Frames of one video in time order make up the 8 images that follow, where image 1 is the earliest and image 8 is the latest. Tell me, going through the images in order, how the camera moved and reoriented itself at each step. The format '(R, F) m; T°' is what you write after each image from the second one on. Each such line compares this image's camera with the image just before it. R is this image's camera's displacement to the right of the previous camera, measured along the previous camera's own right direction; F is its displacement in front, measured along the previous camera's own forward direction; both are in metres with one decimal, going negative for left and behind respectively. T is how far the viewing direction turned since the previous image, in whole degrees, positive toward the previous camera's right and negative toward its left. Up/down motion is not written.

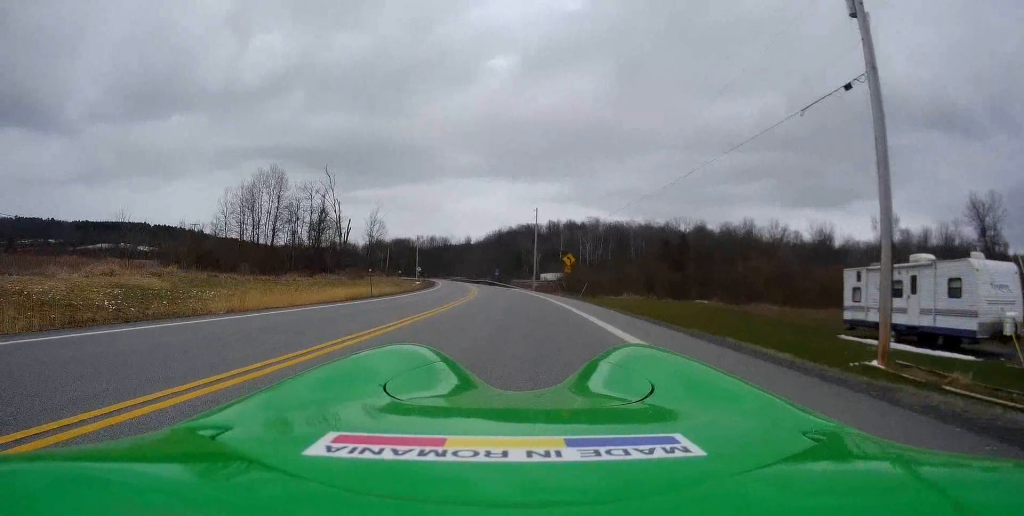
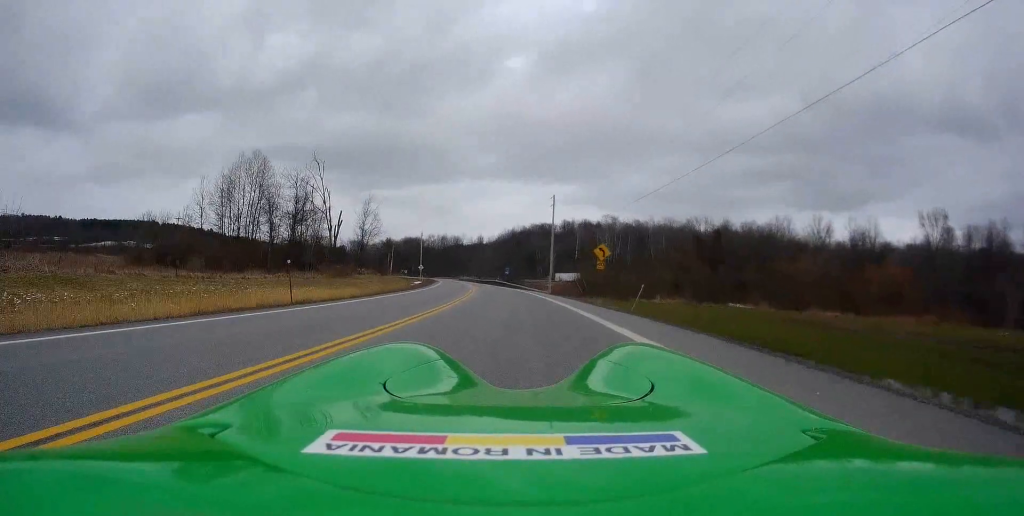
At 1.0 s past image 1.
(-0.4, +13.2) m; -1°
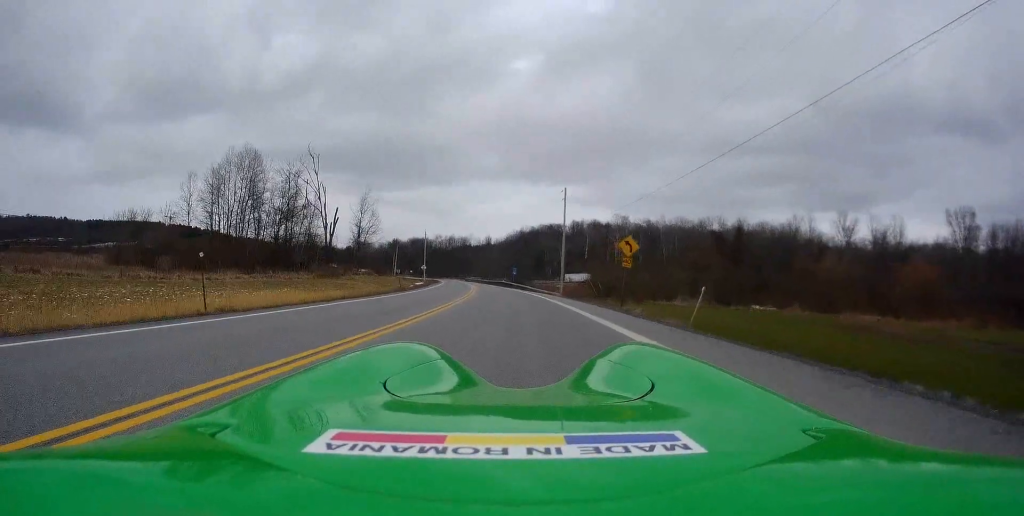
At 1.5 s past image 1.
(-0.1, +6.3) m; 0°
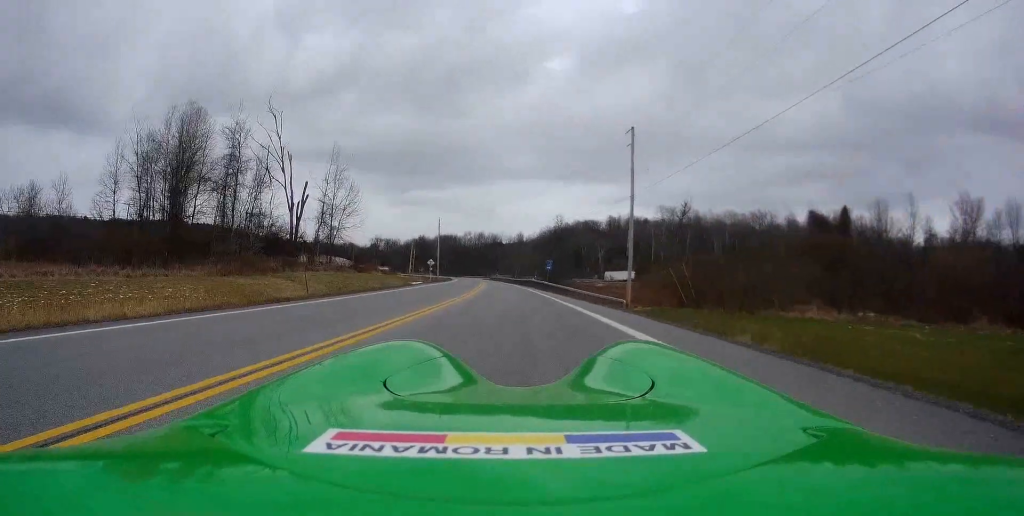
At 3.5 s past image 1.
(-0.2, +25.2) m; -3°
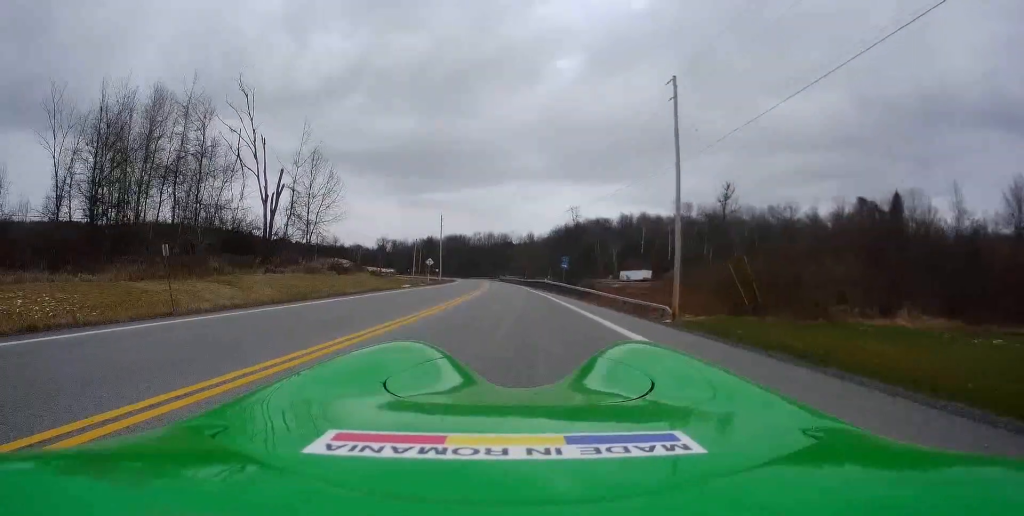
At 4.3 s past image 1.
(0.0, +9.4) m; -2°
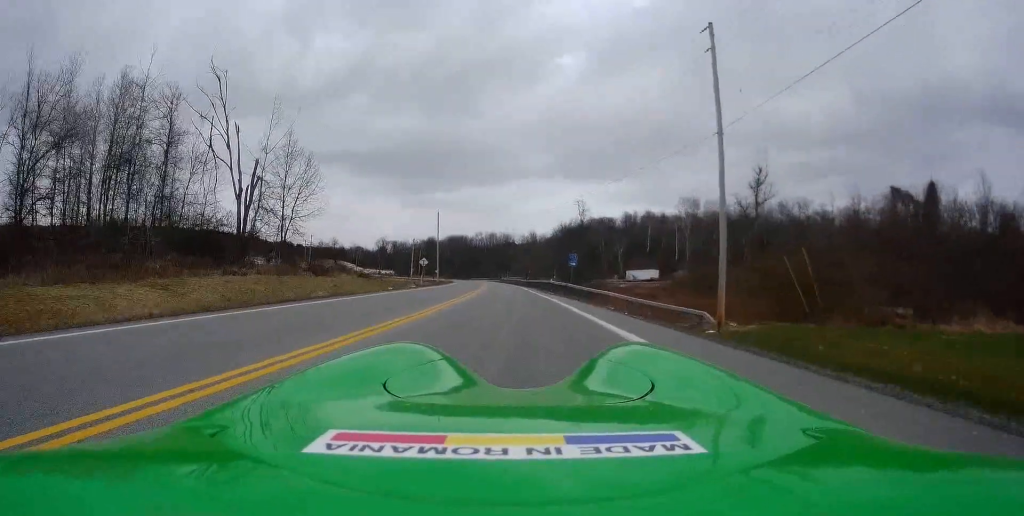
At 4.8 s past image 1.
(-0.2, +6.2) m; -1°
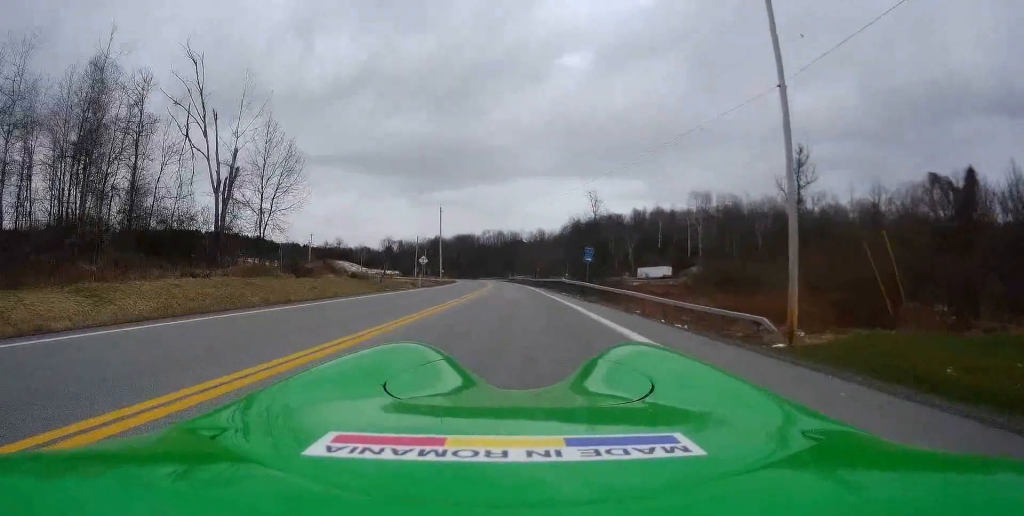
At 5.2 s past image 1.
(-0.1, +5.7) m; -1°
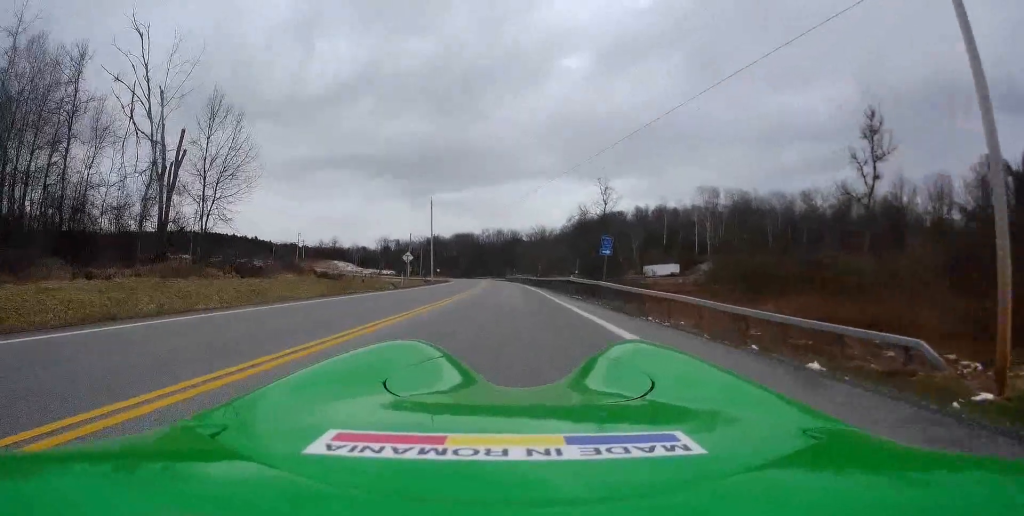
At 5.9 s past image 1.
(0.0, +8.3) m; 0°
